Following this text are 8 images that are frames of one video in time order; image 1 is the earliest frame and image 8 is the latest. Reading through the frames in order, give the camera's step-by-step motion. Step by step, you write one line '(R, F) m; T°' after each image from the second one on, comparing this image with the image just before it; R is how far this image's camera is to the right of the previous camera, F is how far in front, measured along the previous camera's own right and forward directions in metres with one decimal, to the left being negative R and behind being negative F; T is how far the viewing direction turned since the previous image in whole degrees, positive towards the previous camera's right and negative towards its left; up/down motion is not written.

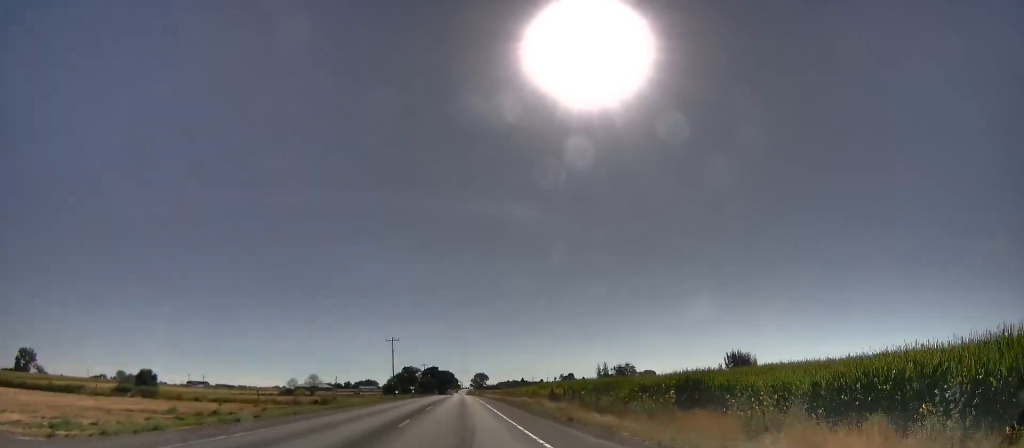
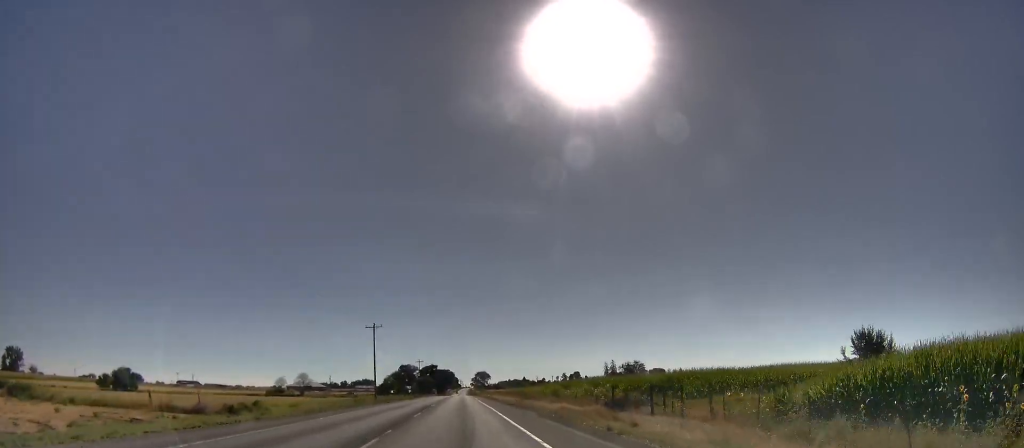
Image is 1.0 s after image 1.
(0.0, +23.3) m; 0°
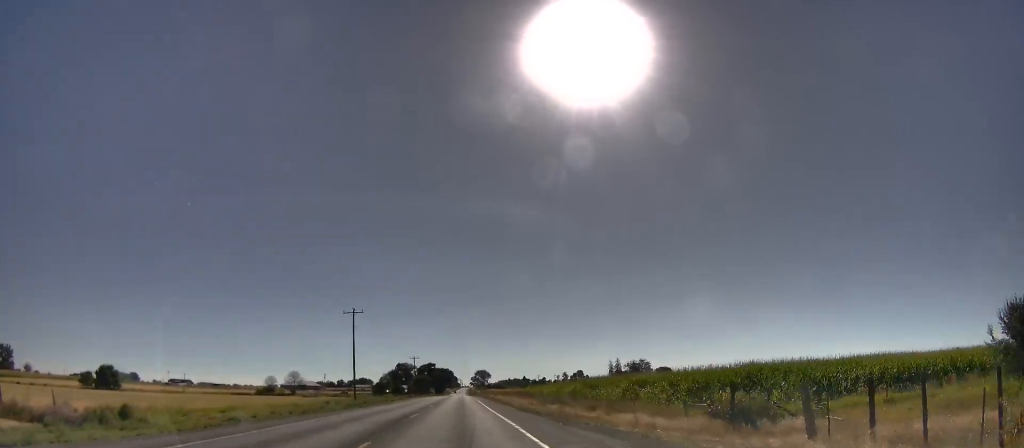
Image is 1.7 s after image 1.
(0.0, +15.7) m; 0°
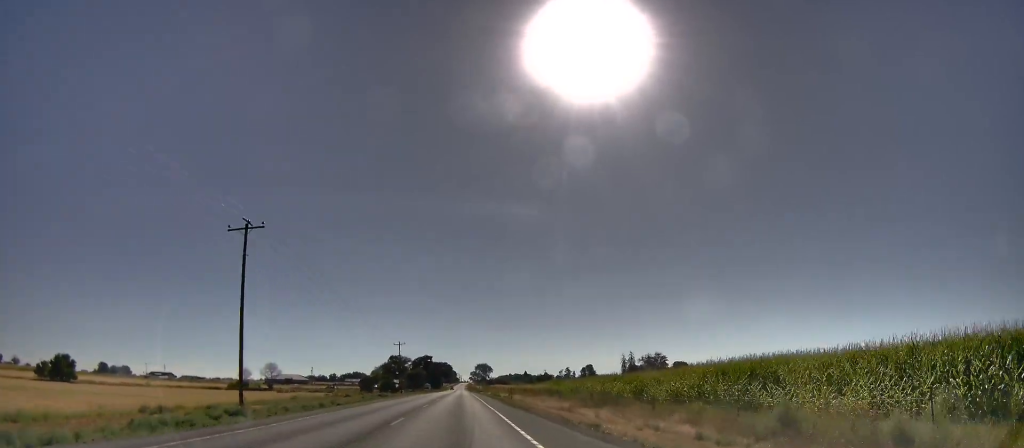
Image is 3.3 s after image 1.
(0.0, +36.2) m; 0°
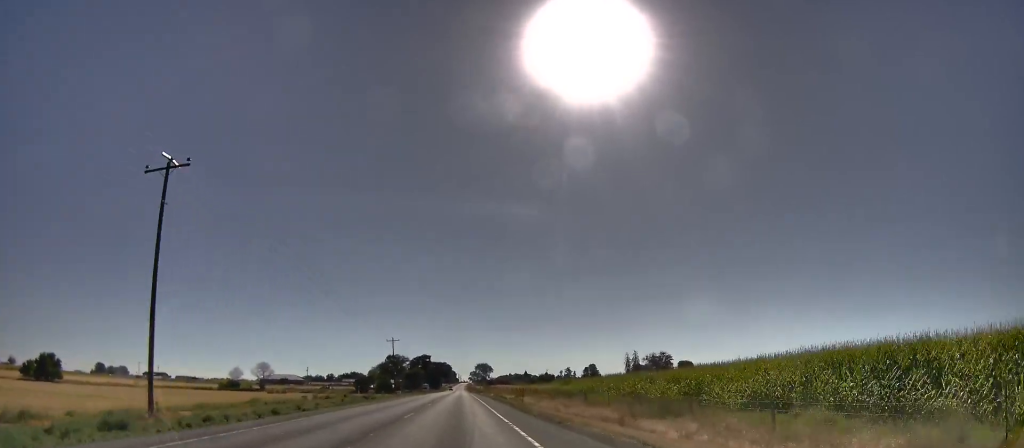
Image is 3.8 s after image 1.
(0.0, +10.6) m; 0°
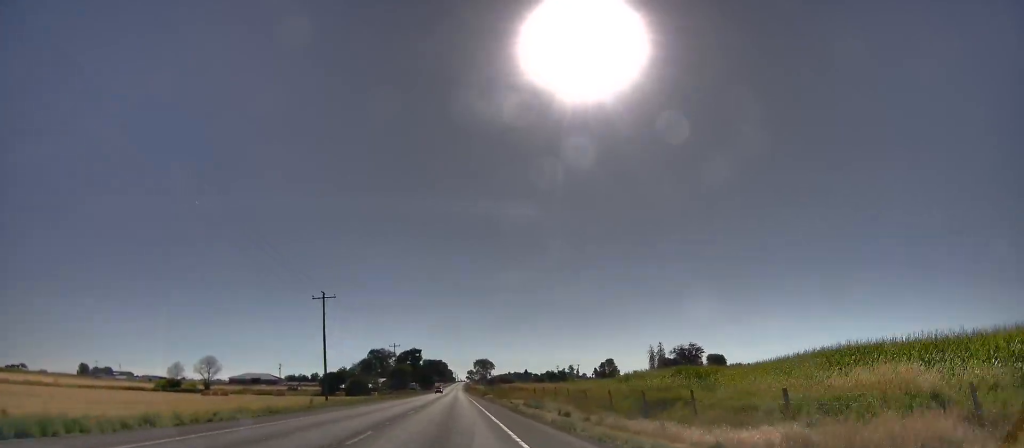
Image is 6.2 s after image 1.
(-0.9, +55.3) m; -1°
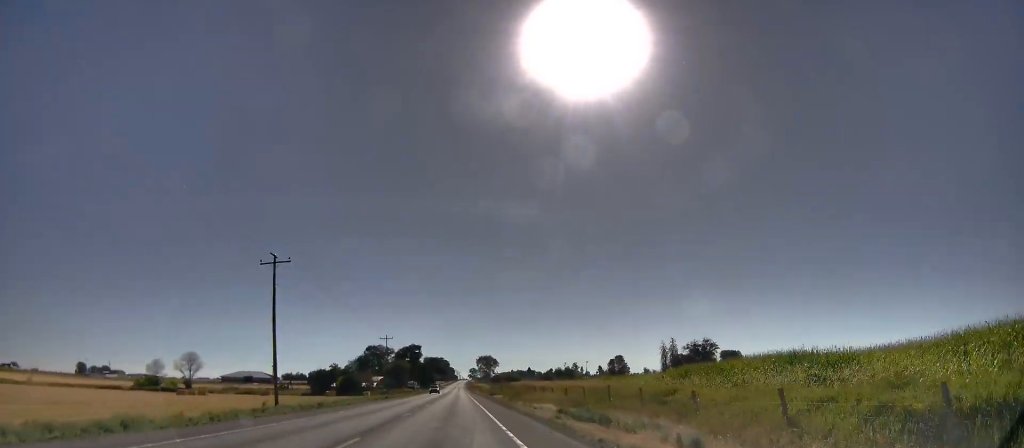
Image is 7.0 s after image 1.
(+0.2, +16.7) m; +1°
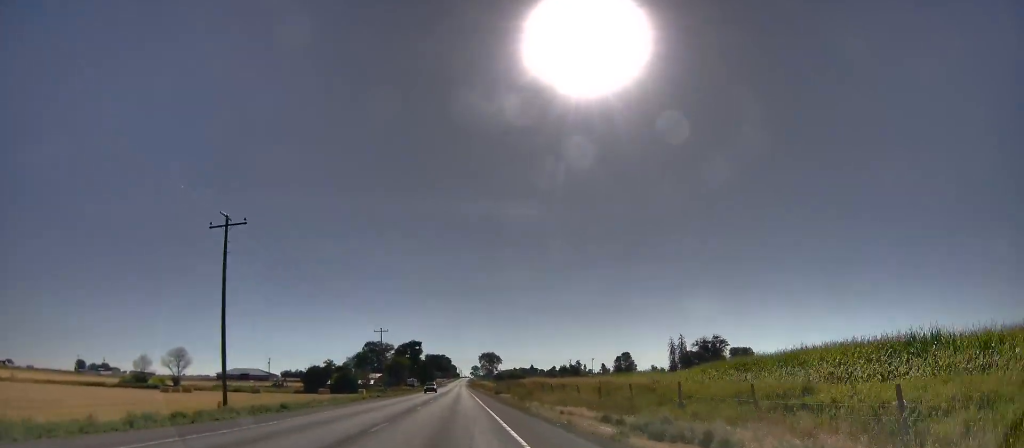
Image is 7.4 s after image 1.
(+0.1, +9.8) m; +1°
